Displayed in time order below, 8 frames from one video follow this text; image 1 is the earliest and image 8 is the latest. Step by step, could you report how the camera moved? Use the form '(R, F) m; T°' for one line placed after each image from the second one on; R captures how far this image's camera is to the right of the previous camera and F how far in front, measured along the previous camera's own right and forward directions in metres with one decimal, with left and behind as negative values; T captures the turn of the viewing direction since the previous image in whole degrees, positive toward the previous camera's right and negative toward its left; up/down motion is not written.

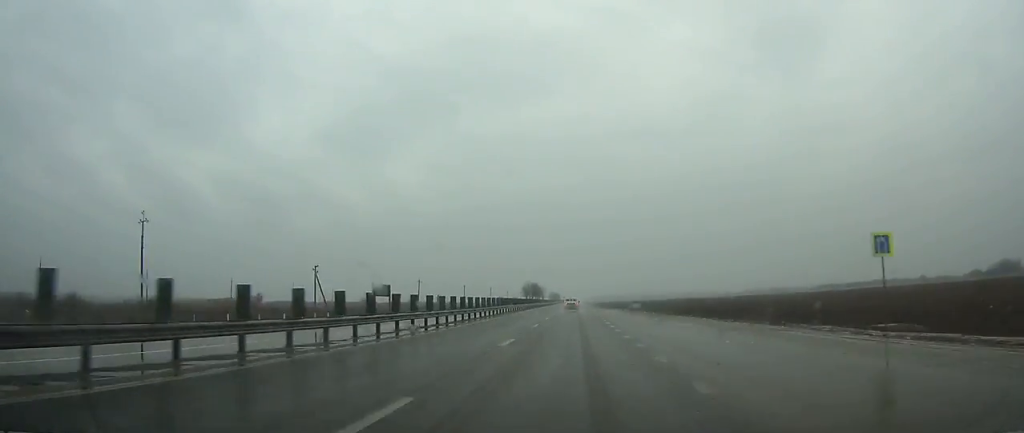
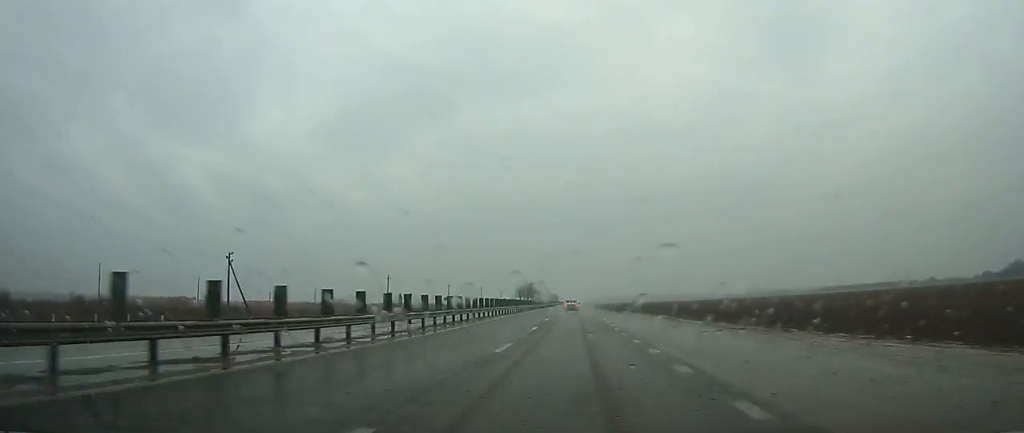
(0.0, +26.1) m; 0°
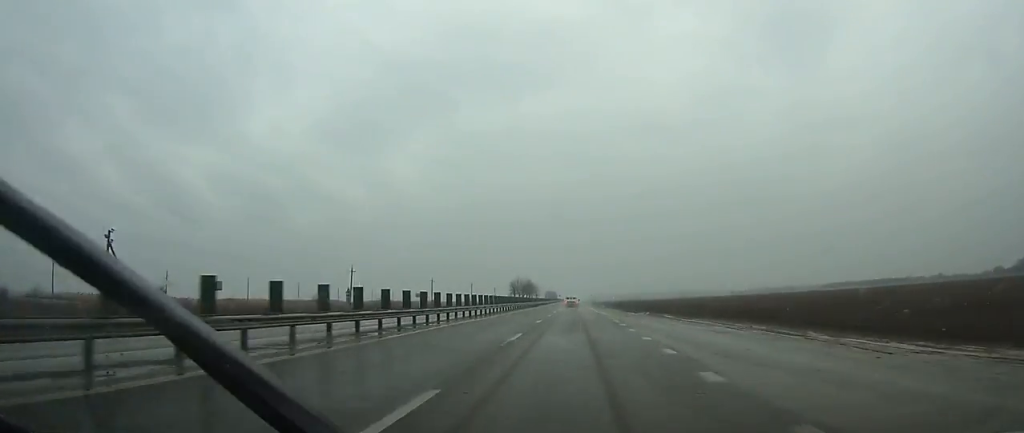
(0.0, +21.8) m; 0°
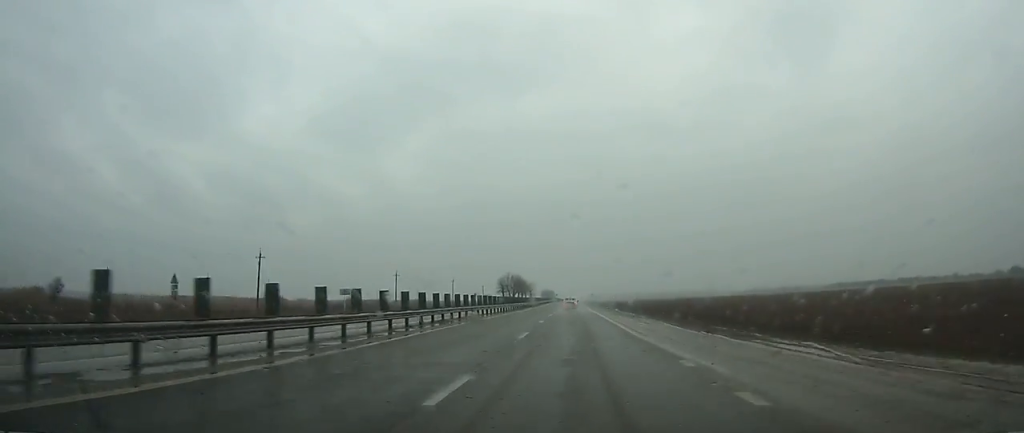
(+0.1, +33.8) m; 0°
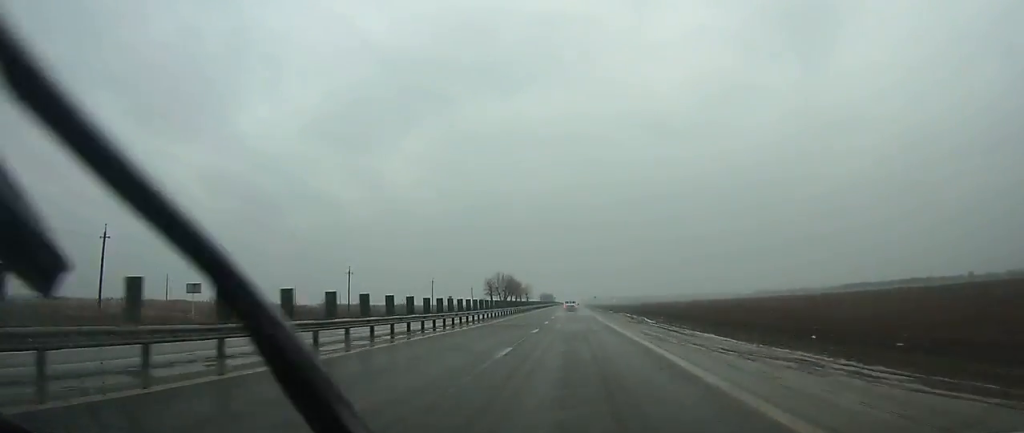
(0.0, +29.5) m; 0°
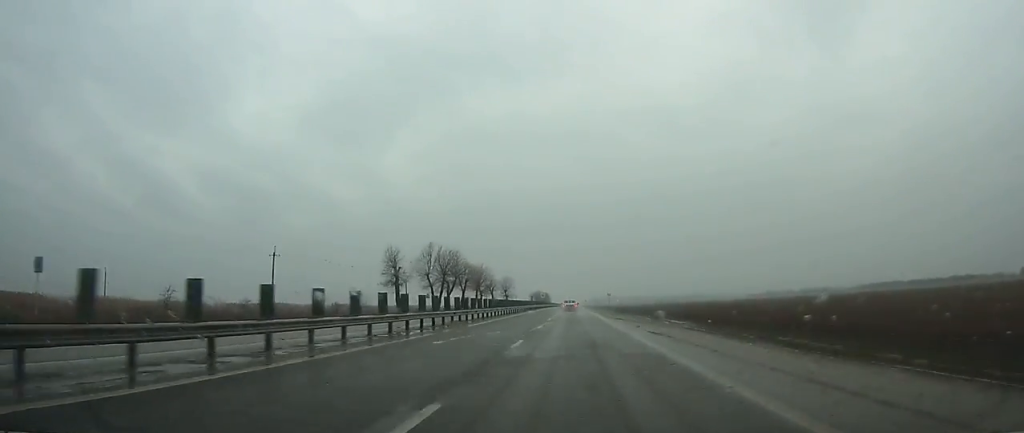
(-0.2, +92.5) m; 0°
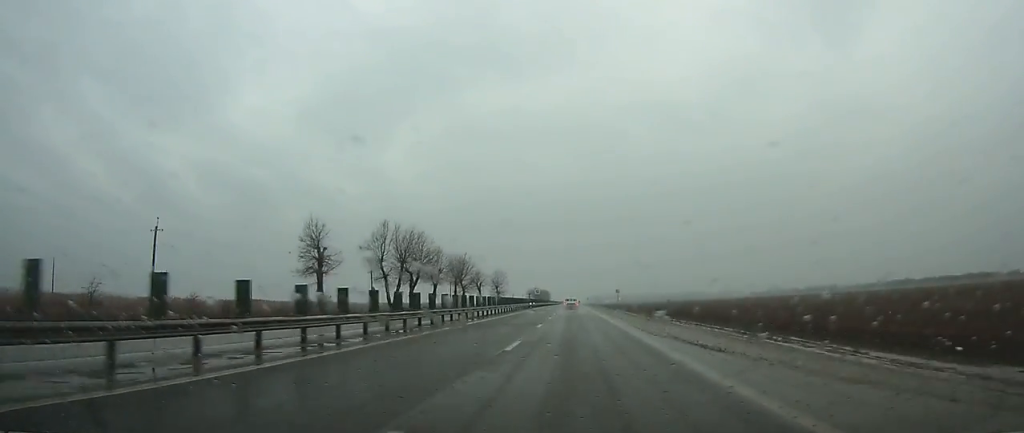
(0.0, +25.5) m; 0°
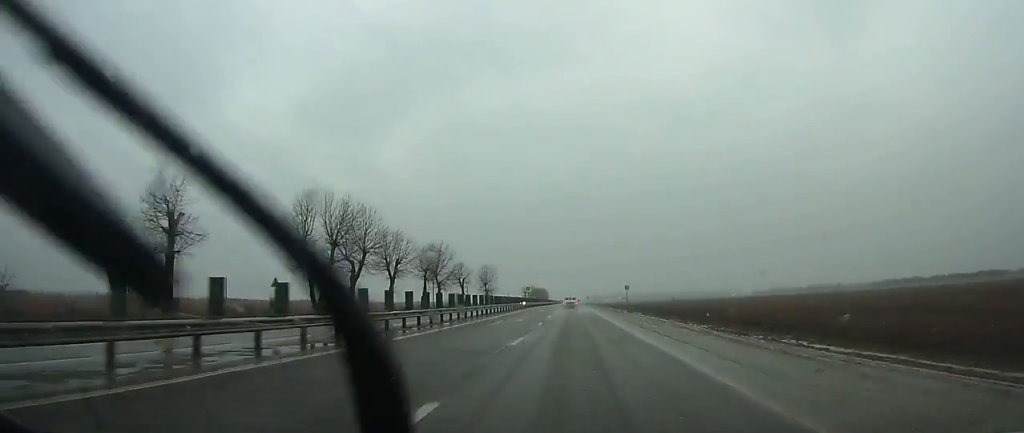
(+0.1, +22.5) m; 0°
